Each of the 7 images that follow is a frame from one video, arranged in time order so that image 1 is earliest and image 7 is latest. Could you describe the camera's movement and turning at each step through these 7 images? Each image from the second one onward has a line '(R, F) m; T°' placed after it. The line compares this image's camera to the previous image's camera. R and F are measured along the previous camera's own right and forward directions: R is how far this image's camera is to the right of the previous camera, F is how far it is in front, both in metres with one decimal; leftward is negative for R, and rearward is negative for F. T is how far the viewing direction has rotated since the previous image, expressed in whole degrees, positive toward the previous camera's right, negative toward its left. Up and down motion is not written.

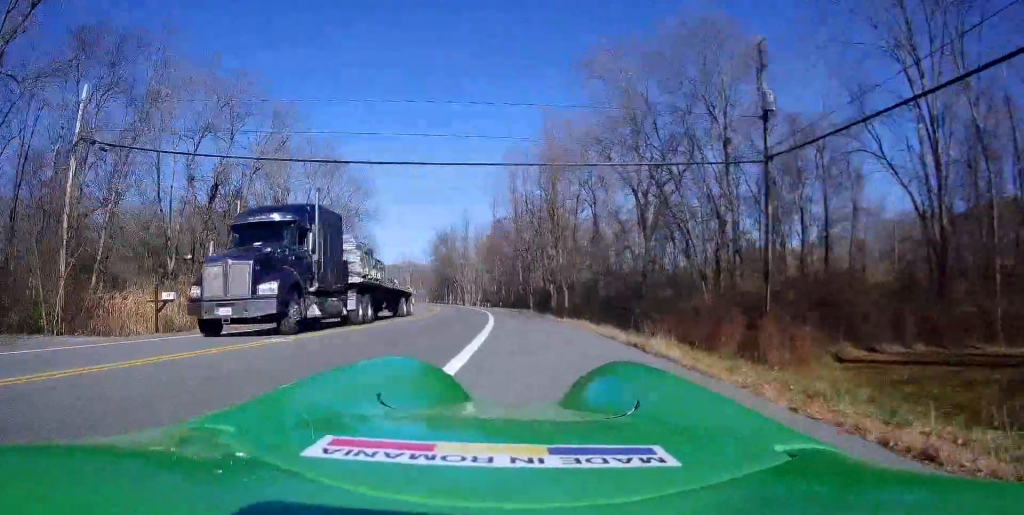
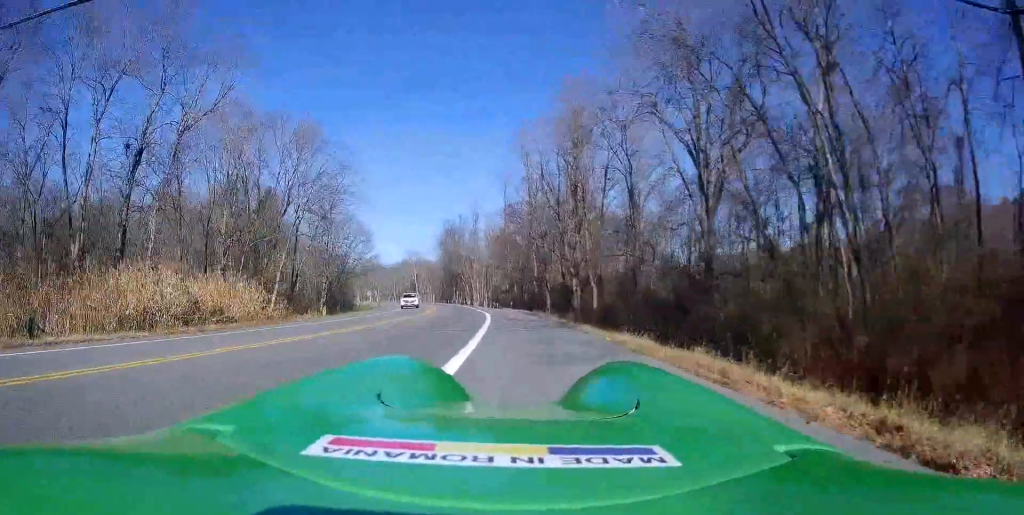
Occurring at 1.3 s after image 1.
(-0.6, +11.3) m; -4°
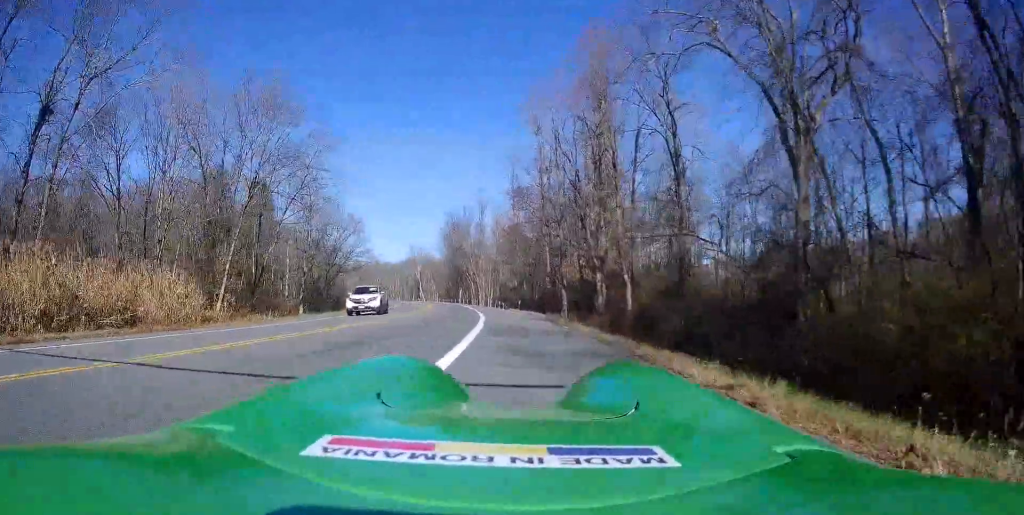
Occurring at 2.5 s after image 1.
(+0.1, +9.6) m; +1°
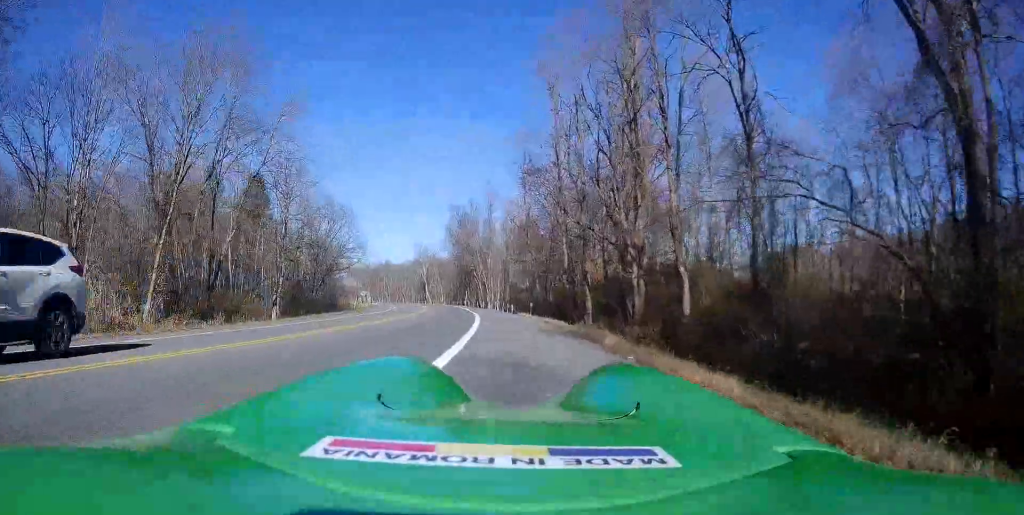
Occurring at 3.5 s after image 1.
(+0.1, +8.5) m; 0°
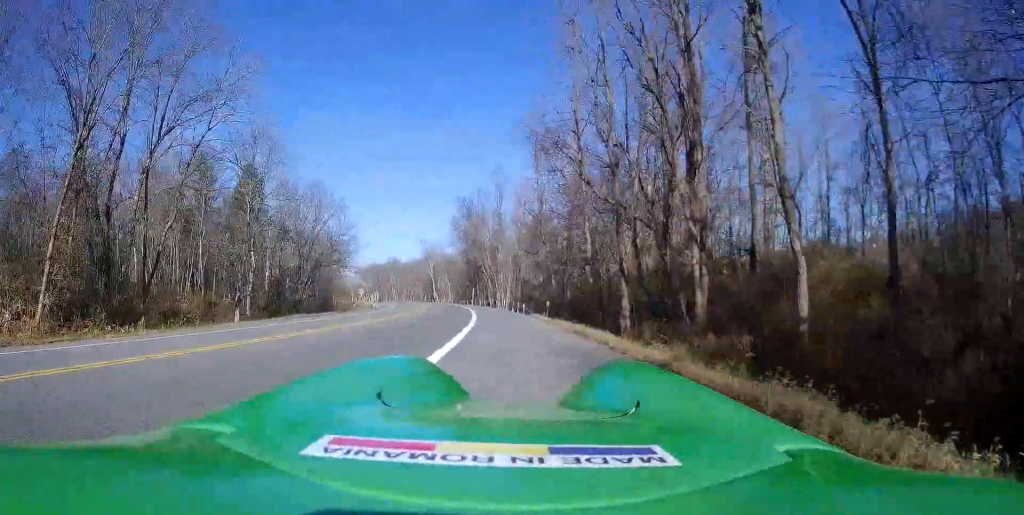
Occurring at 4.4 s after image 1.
(-0.1, +8.0) m; -4°
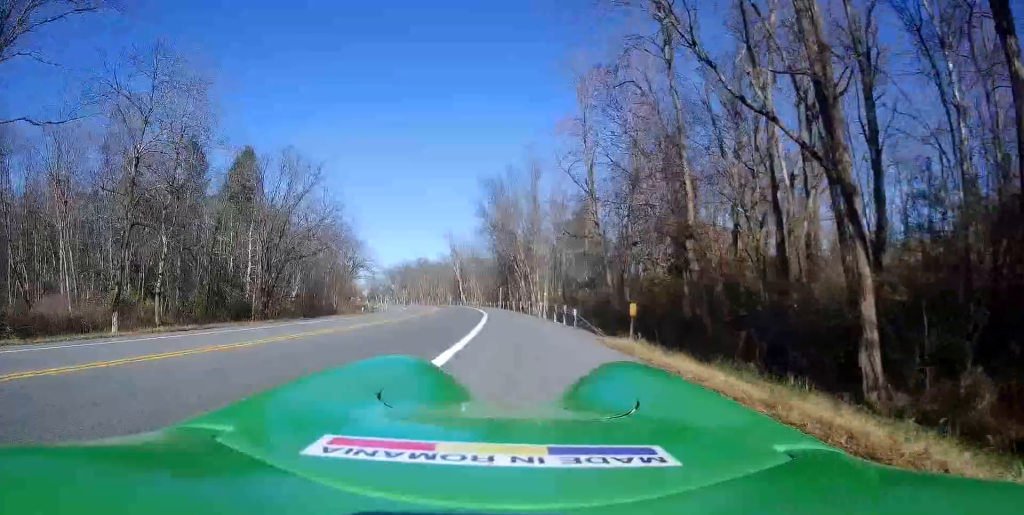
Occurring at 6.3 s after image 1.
(-0.8, +15.4) m; -3°
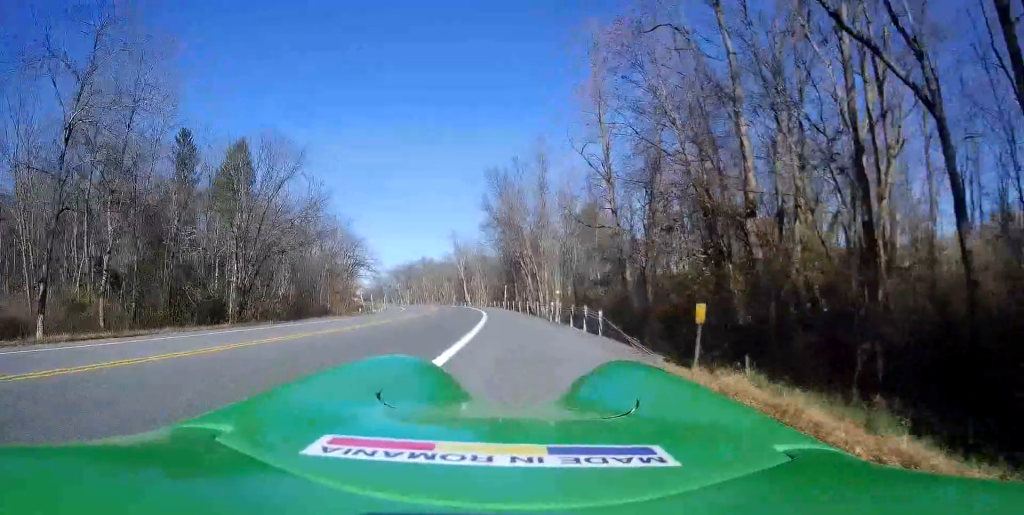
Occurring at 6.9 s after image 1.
(0.0, +4.9) m; +2°
